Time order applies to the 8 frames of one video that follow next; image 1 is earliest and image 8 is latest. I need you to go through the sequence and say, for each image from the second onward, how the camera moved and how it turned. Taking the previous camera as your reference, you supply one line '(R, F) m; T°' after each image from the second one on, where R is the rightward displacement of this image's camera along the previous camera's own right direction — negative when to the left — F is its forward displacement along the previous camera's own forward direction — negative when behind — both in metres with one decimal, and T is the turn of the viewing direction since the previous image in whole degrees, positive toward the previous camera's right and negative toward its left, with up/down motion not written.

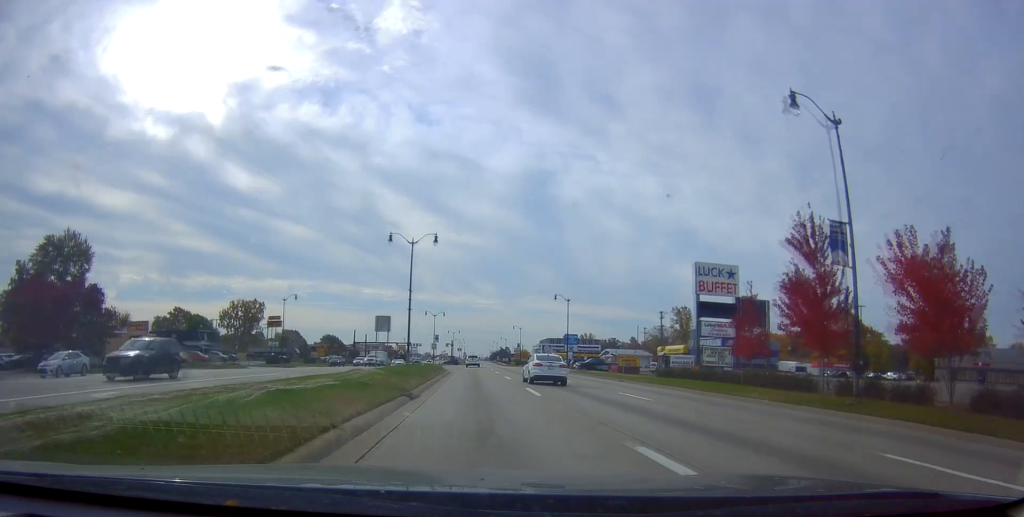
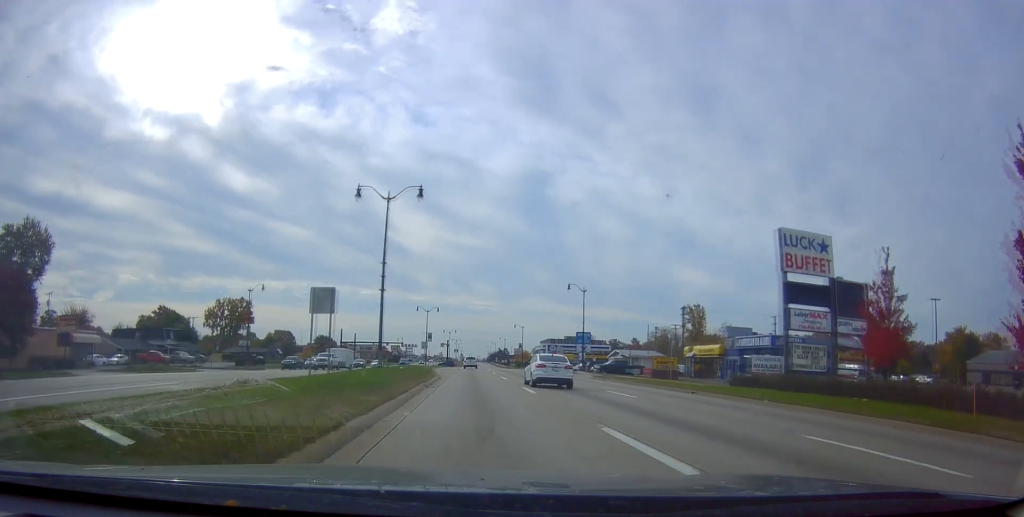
(-0.1, +13.8) m; 0°
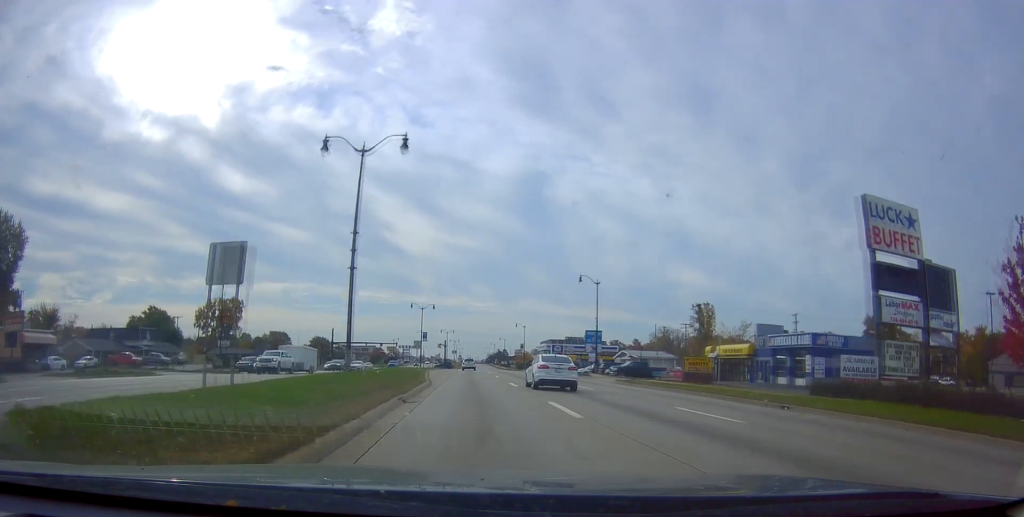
(-0.4, +8.5) m; 0°
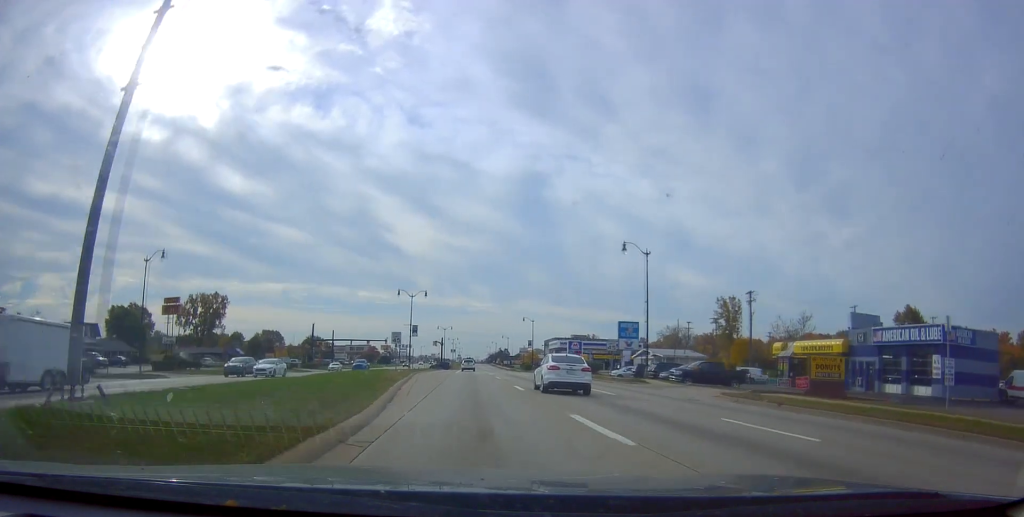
(+0.6, +18.4) m; +2°
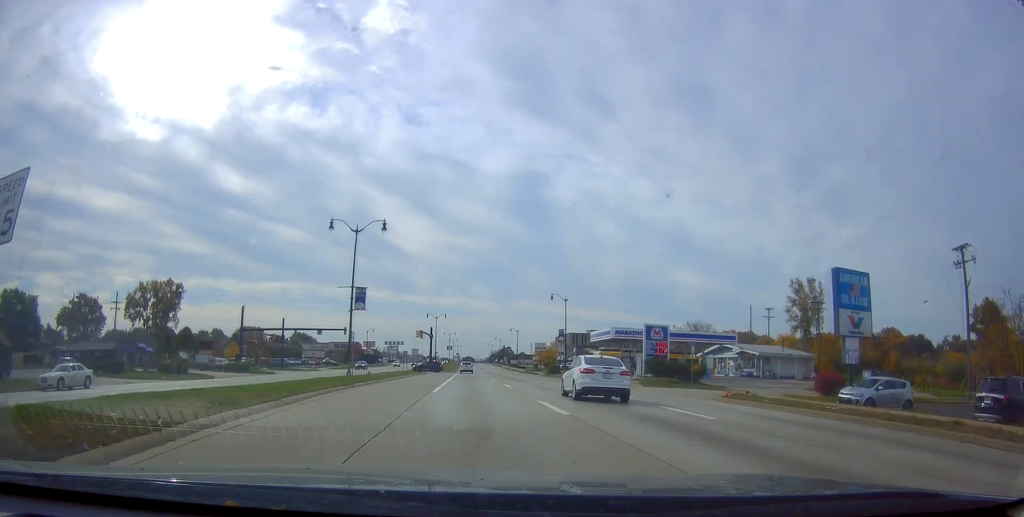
(-1.4, +40.9) m; -2°
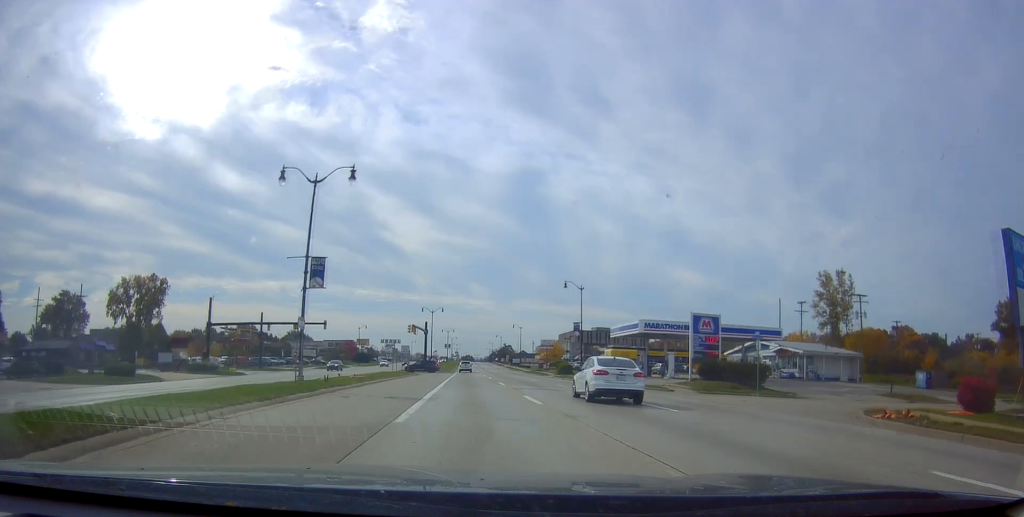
(+0.5, +11.8) m; +1°
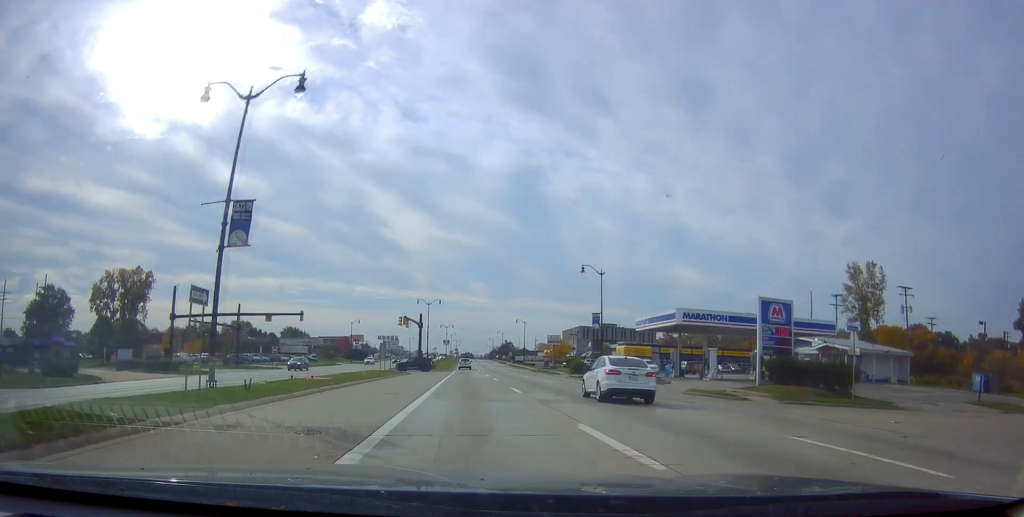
(+0.2, +10.5) m; 0°
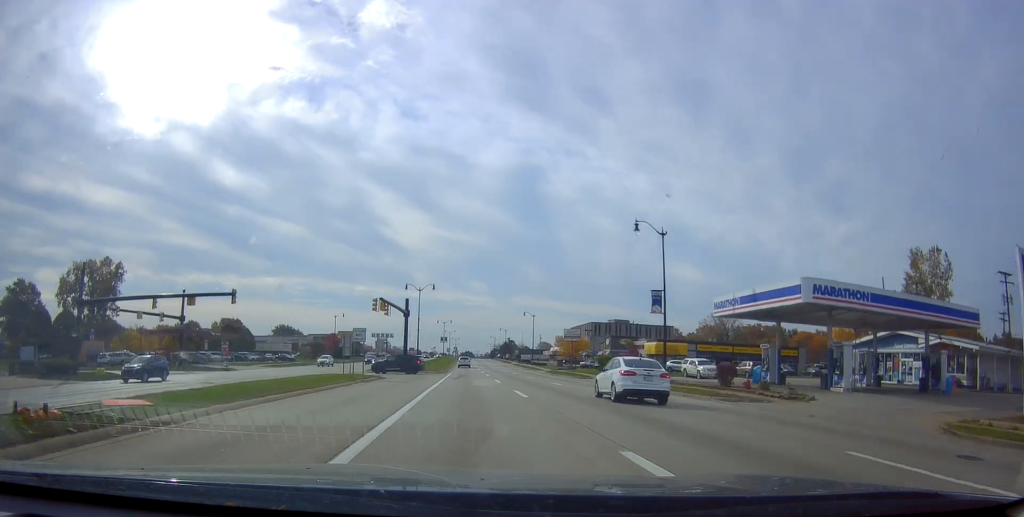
(-0.3, +19.1) m; 0°
